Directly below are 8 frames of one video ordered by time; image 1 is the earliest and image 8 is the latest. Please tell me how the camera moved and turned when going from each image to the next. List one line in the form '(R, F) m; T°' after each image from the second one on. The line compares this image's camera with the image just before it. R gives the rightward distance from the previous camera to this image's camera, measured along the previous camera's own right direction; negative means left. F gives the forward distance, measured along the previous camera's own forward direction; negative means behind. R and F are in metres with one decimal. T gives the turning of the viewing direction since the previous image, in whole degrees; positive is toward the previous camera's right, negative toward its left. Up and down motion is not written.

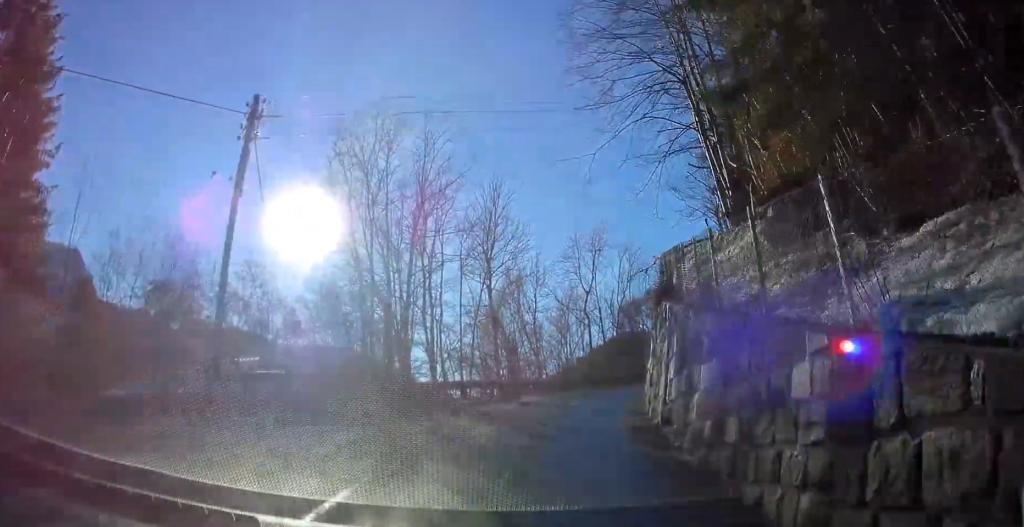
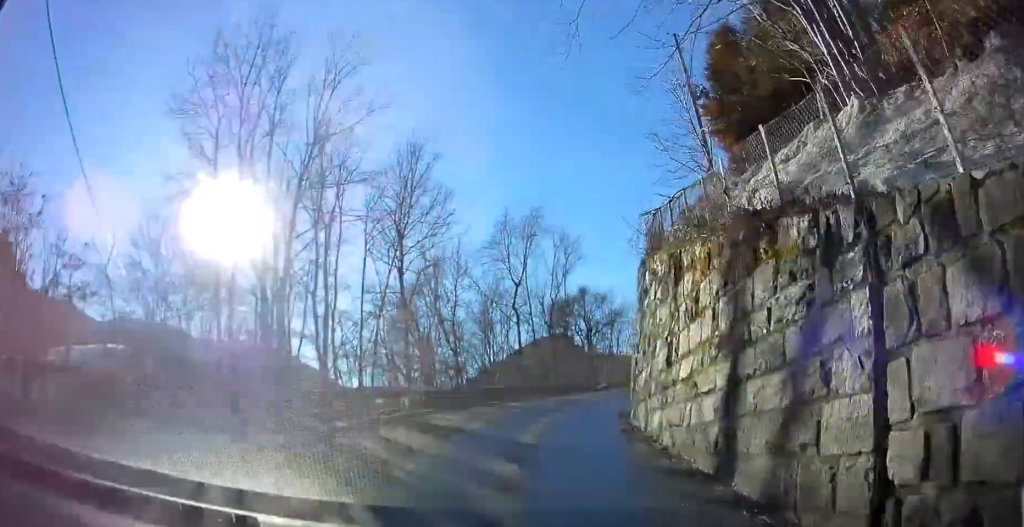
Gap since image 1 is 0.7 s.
(+0.6, +7.6) m; +7°
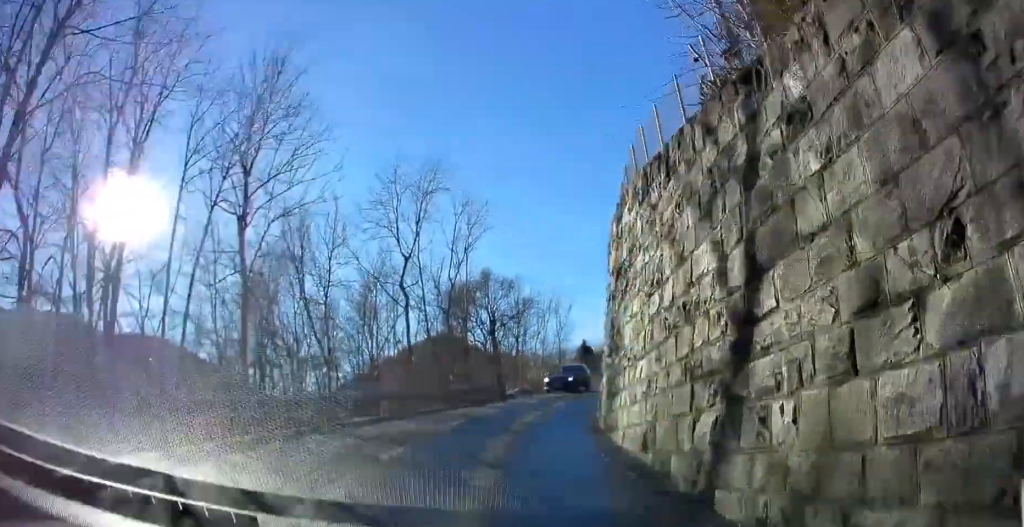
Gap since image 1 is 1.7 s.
(+0.9, +10.2) m; +10°
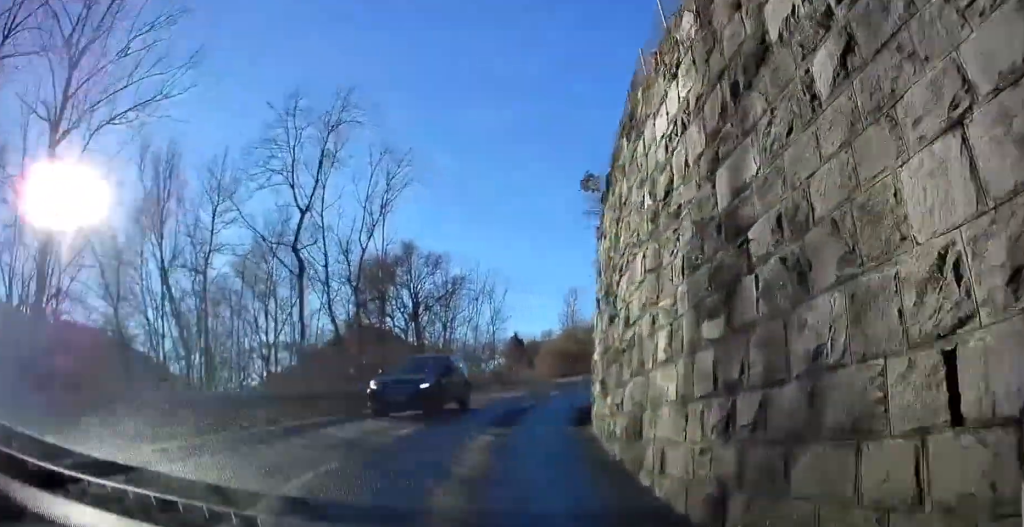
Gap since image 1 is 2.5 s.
(+0.6, +8.4) m; +8°
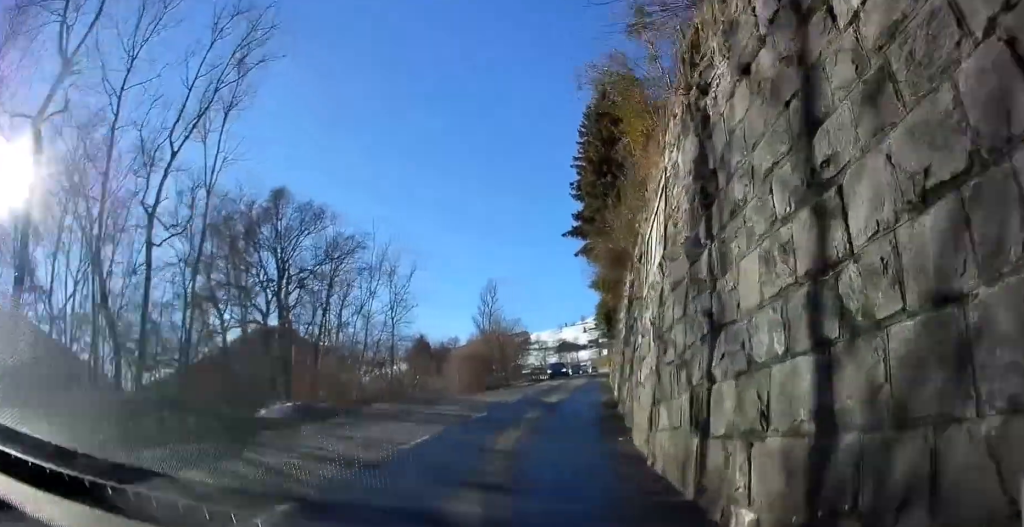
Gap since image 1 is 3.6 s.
(+1.3, +13.1) m; +9°
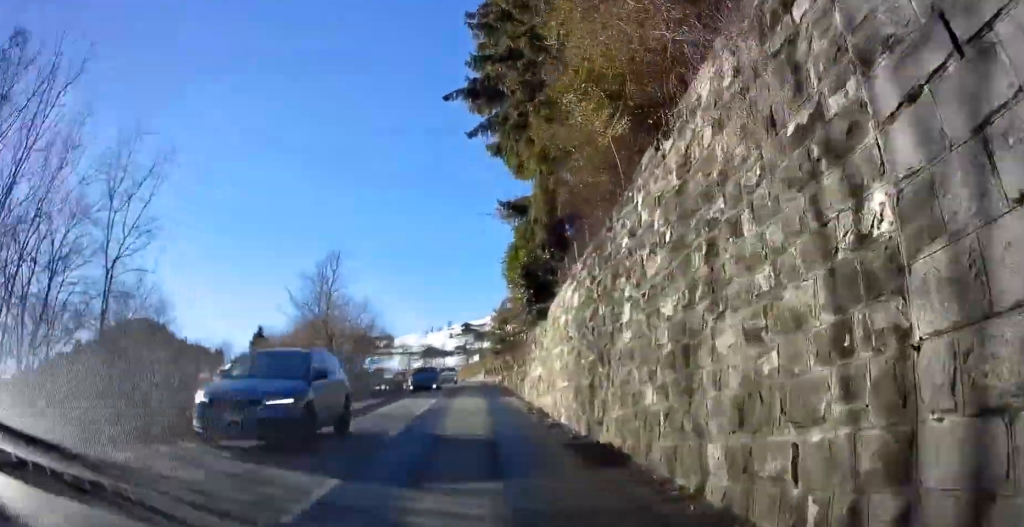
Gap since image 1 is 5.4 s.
(+1.9, +20.9) m; +9°
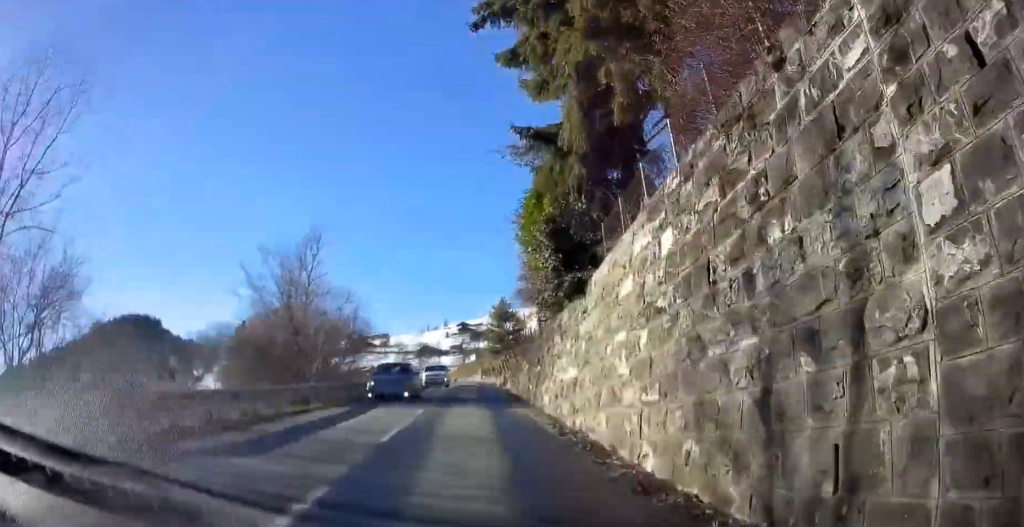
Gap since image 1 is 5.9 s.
(+0.3, +6.4) m; +1°
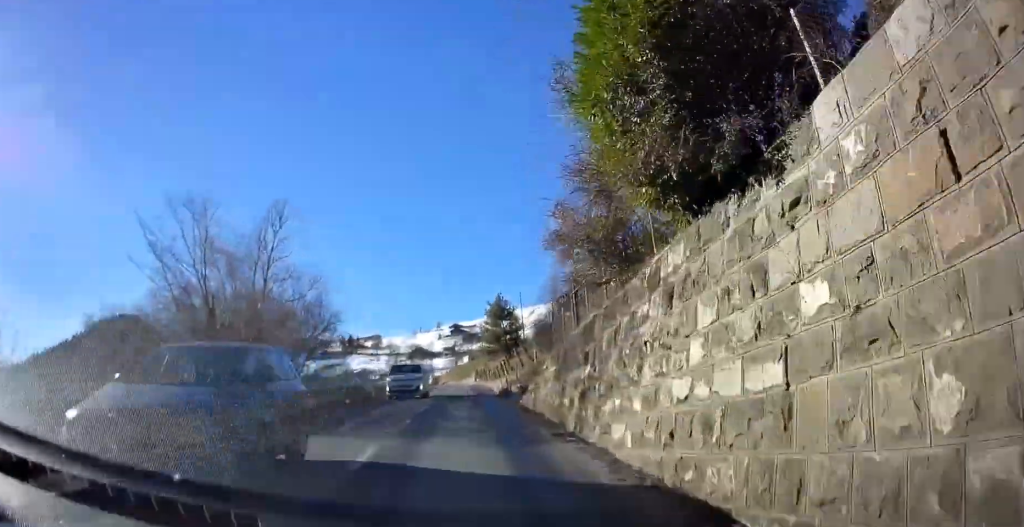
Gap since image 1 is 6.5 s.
(+0.1, +8.0) m; +1°
